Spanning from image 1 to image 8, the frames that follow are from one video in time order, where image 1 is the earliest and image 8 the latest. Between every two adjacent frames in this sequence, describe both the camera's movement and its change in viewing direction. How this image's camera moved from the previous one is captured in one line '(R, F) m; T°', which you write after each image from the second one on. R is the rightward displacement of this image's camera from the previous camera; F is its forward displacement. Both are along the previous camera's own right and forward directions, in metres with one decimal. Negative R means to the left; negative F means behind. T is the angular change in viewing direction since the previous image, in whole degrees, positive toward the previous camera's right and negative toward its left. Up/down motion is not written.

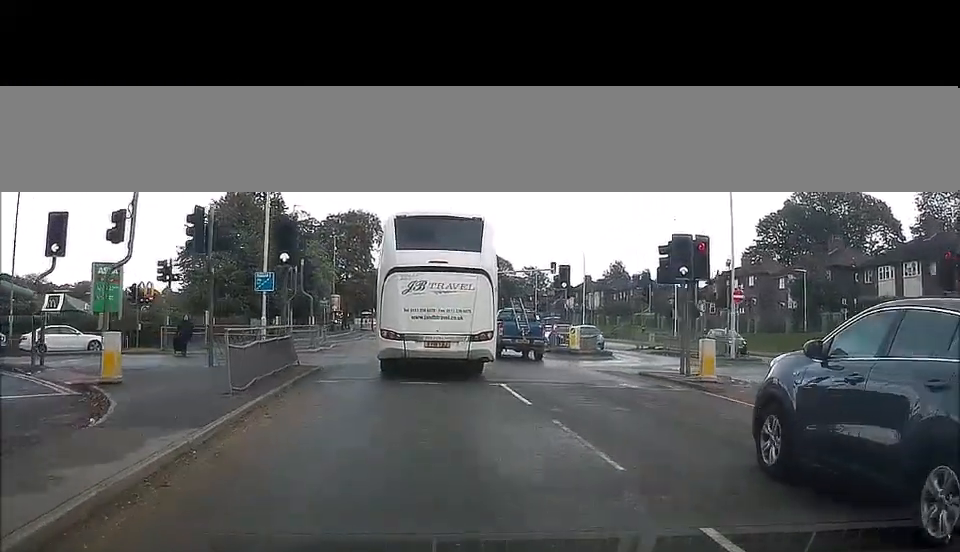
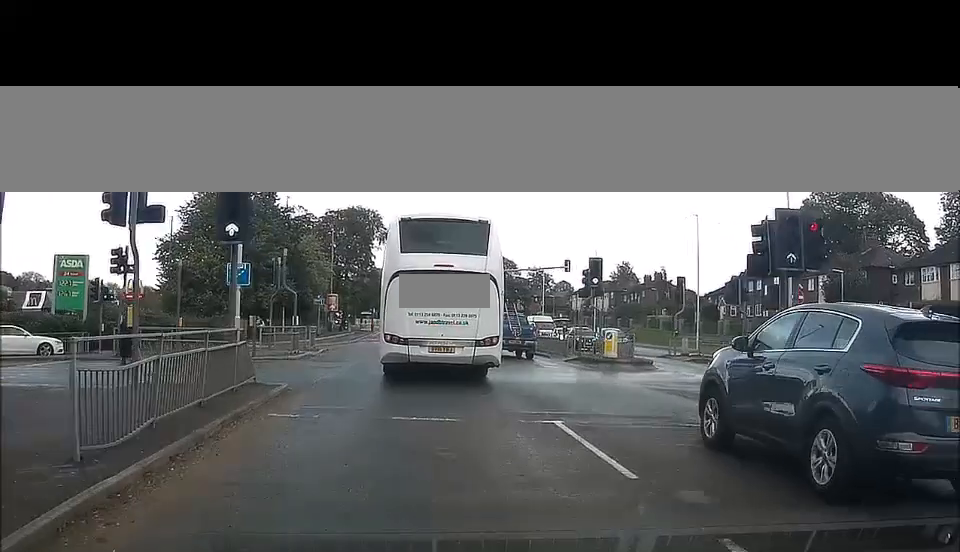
(-0.1, +6.1) m; -1°
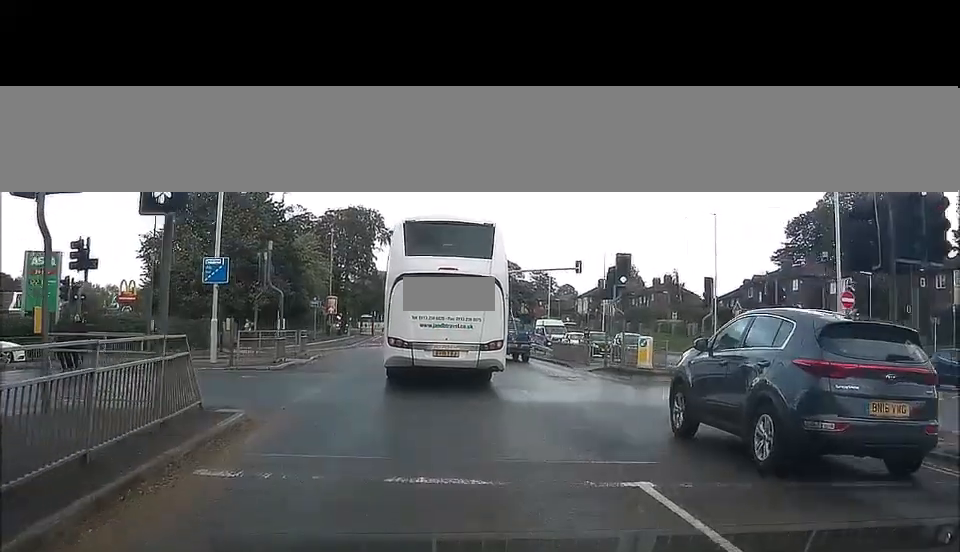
(-0.2, +4.2) m; 0°
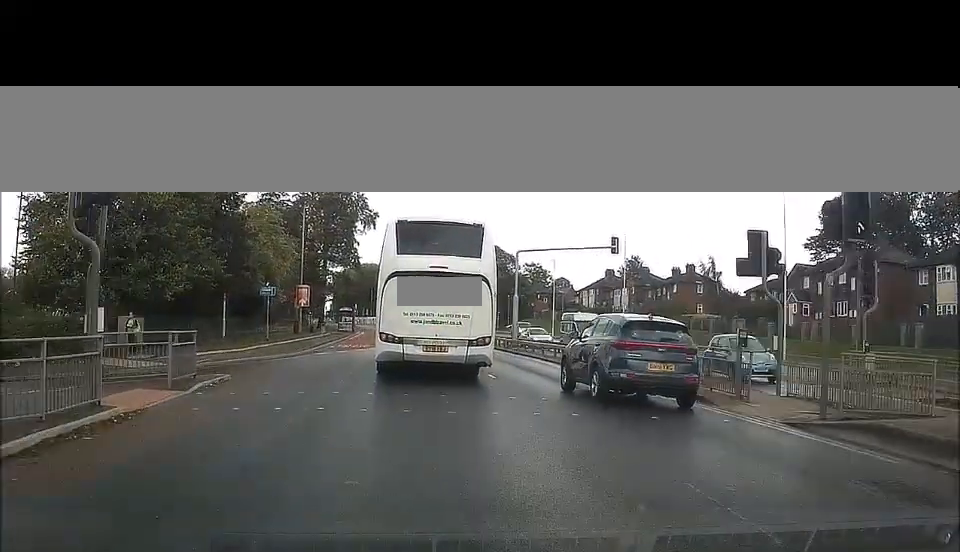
(+0.3, +16.9) m; +1°
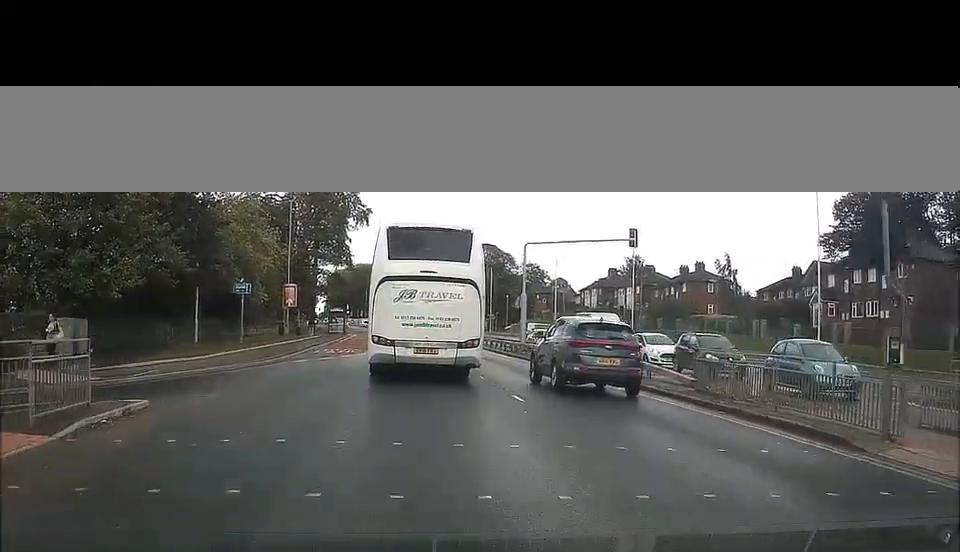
(-0.2, +6.0) m; 0°
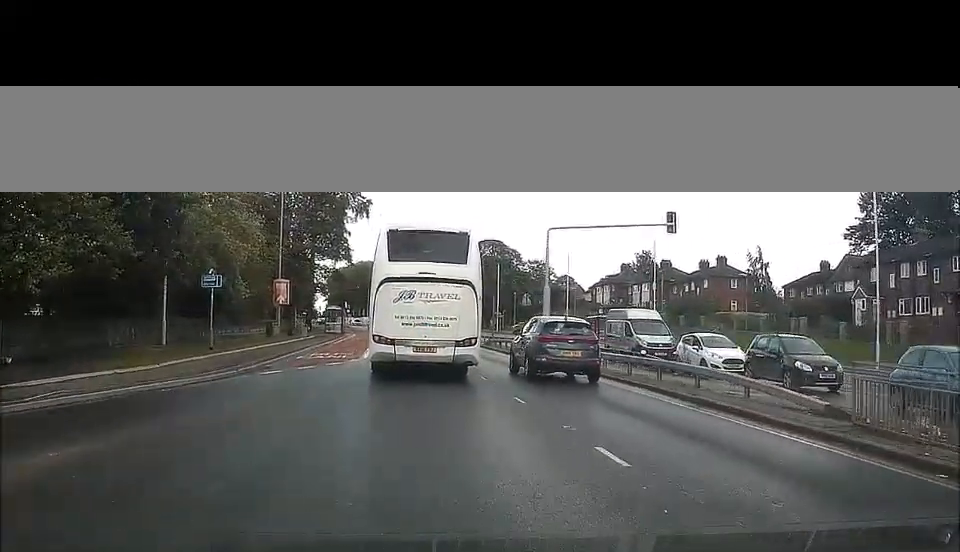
(+0.3, +7.1) m; +1°
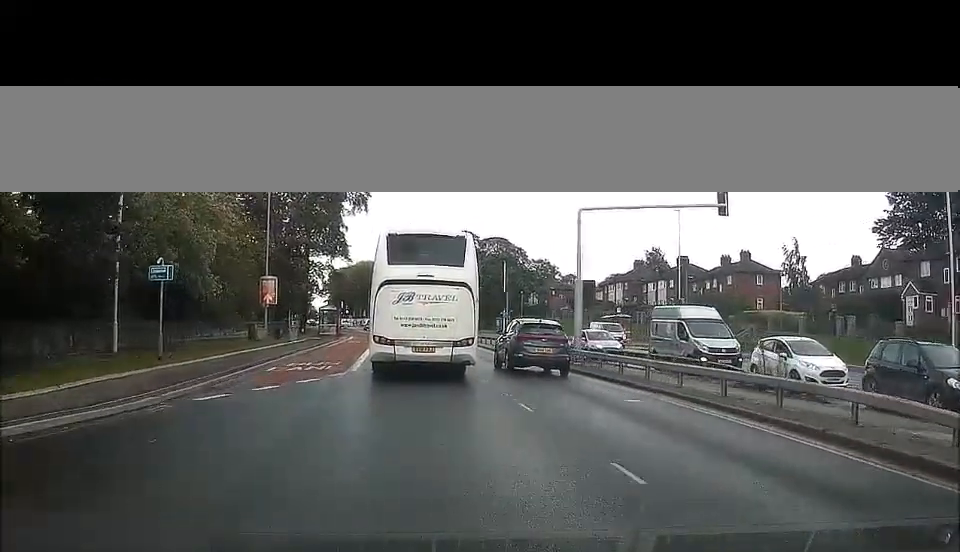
(-0.1, +7.3) m; +1°
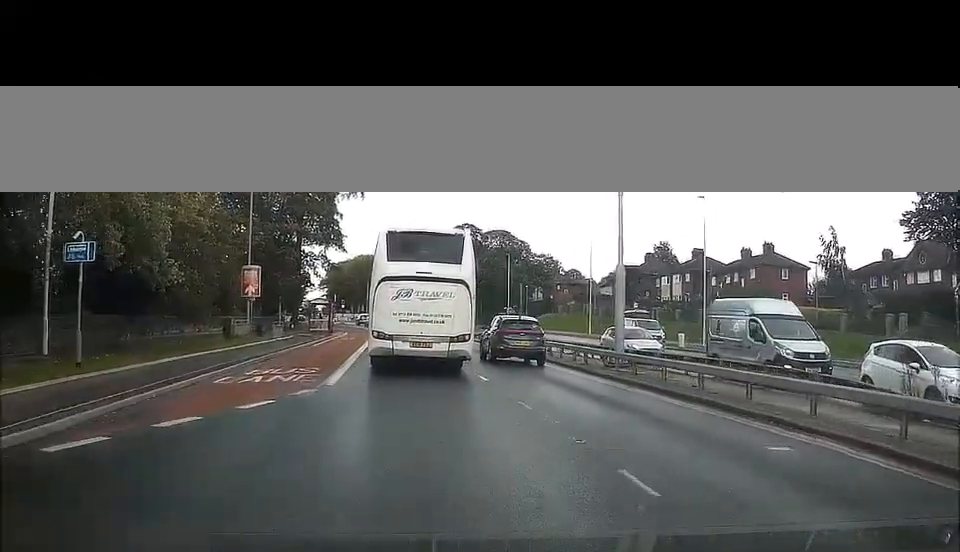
(-0.1, +6.7) m; 0°
